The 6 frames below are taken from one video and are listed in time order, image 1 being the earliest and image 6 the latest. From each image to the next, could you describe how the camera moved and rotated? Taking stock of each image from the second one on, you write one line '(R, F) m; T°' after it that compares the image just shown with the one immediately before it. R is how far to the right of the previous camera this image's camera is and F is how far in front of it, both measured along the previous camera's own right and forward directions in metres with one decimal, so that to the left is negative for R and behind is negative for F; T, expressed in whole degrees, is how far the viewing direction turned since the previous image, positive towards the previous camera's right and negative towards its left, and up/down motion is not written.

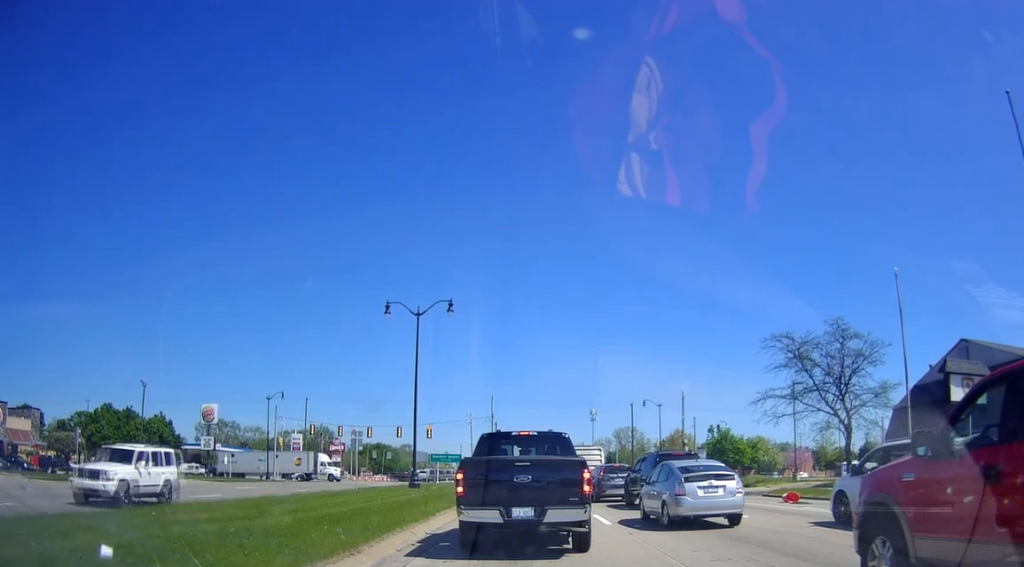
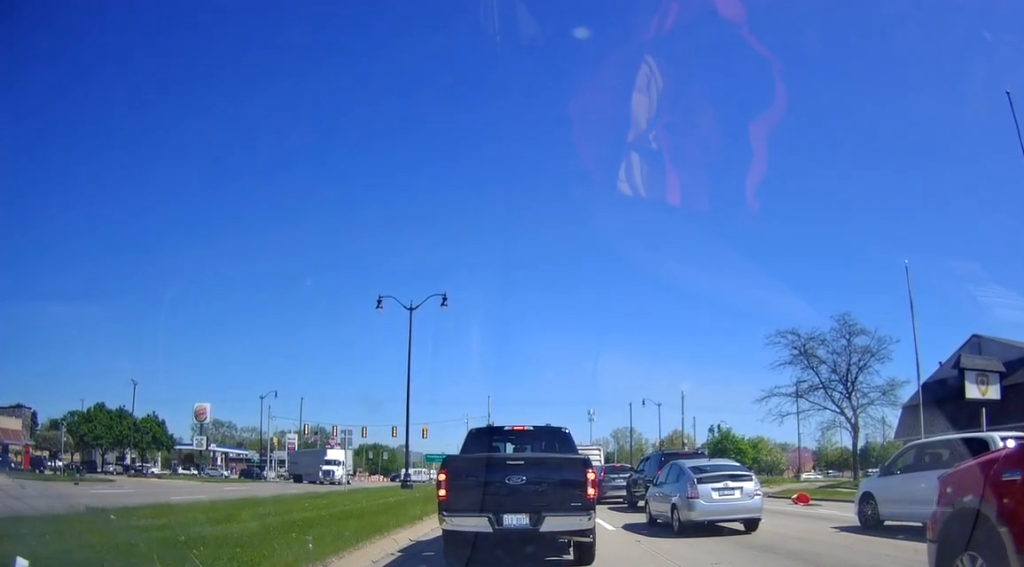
(-0.2, +1.7) m; 0°
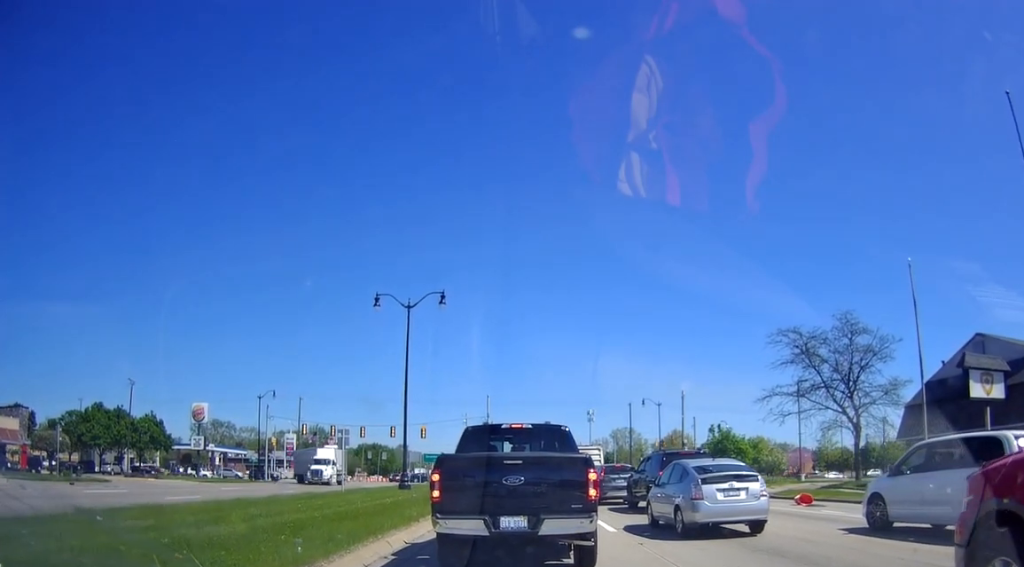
(-0.1, +0.2) m; 0°
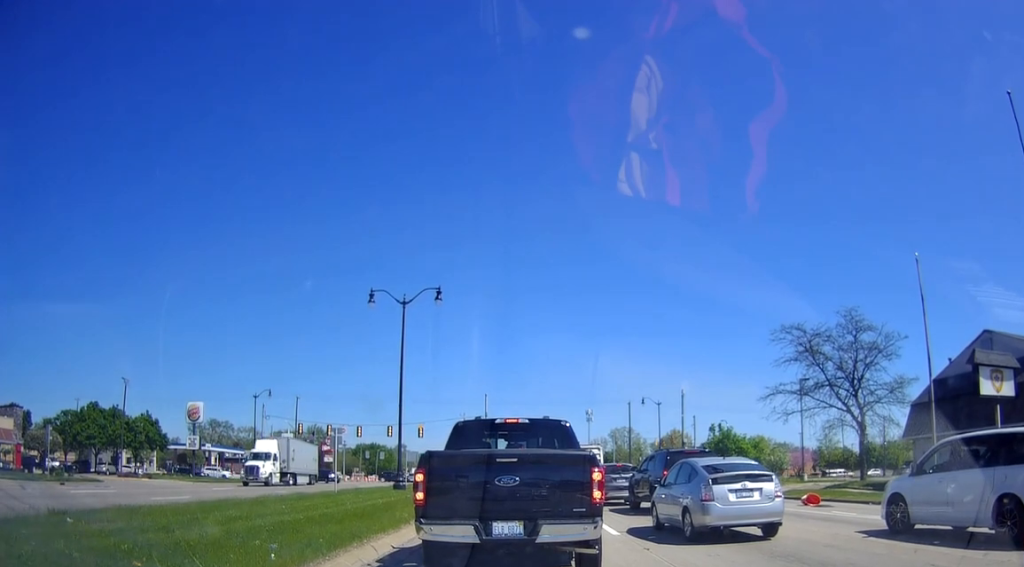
(-0.3, +0.7) m; 0°
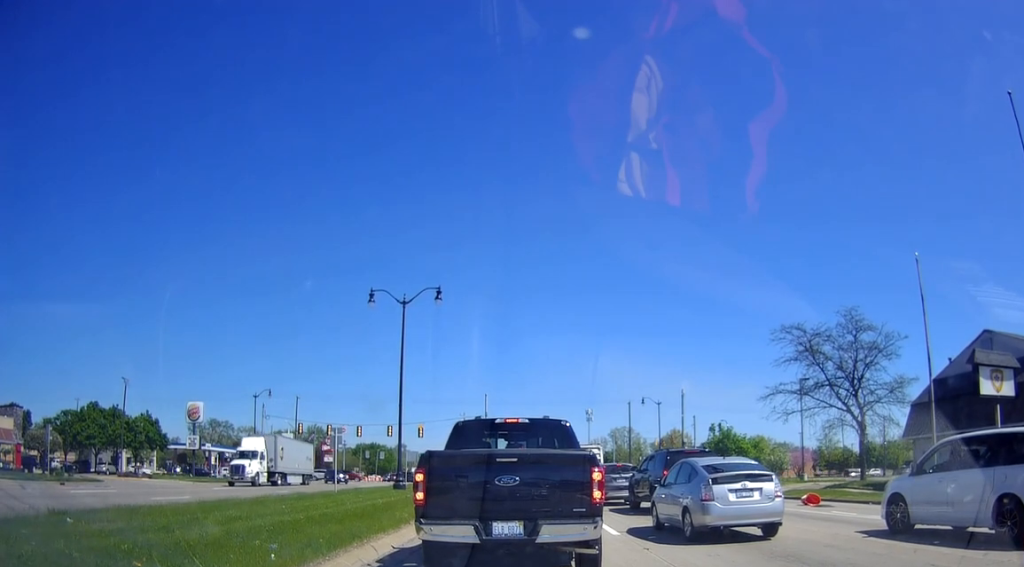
(0.0, 0.0) m; 0°
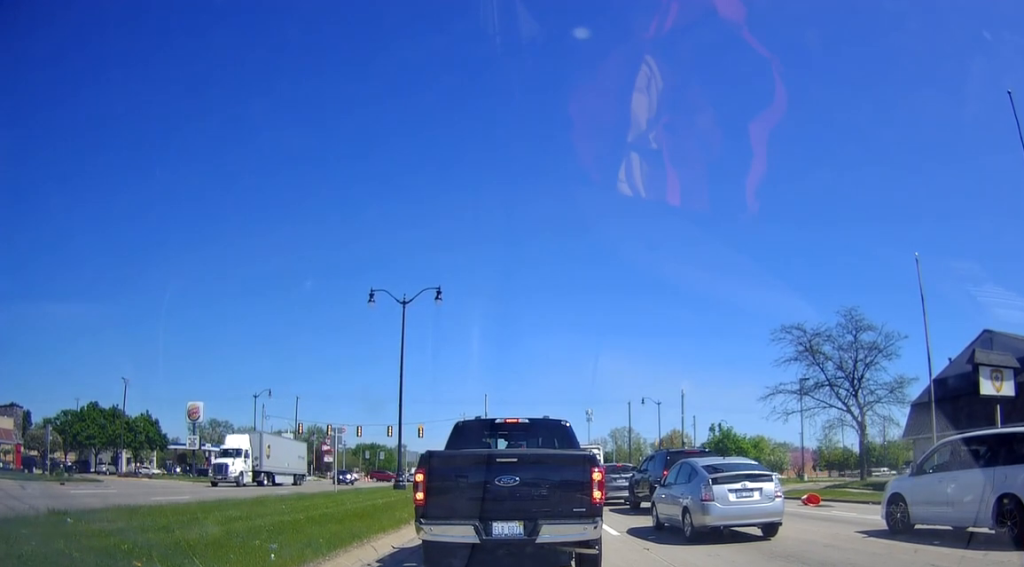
(0.0, 0.0) m; 0°
